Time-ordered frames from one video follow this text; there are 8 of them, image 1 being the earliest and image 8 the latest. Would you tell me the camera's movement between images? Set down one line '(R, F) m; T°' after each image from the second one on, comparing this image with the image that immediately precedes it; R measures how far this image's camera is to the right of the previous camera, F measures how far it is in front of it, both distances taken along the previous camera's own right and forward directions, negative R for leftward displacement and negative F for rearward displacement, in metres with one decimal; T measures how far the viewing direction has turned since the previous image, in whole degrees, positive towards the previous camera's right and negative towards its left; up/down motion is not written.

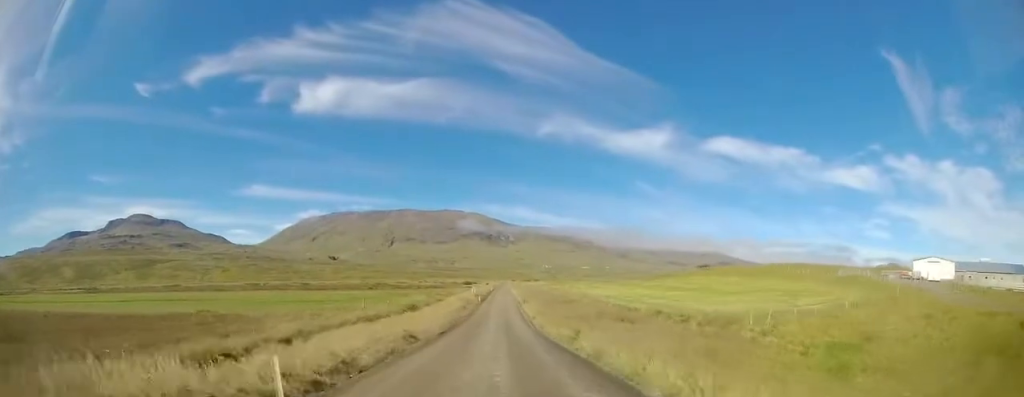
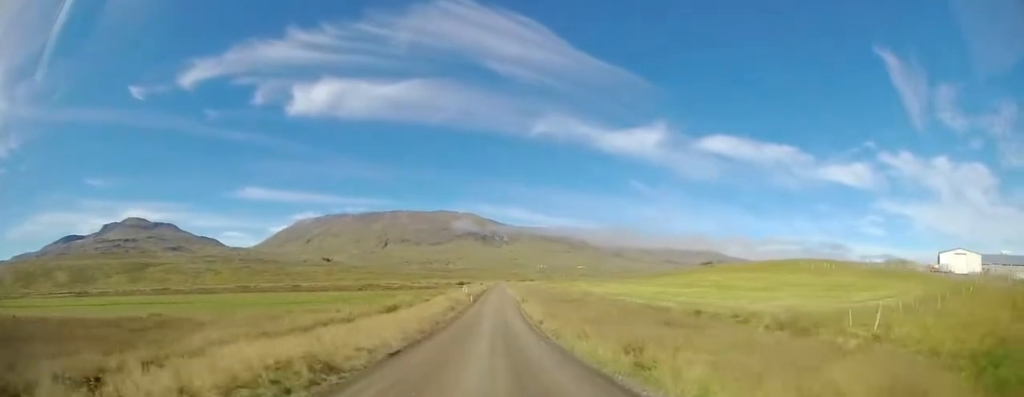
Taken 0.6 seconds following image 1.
(0.0, +8.4) m; 0°
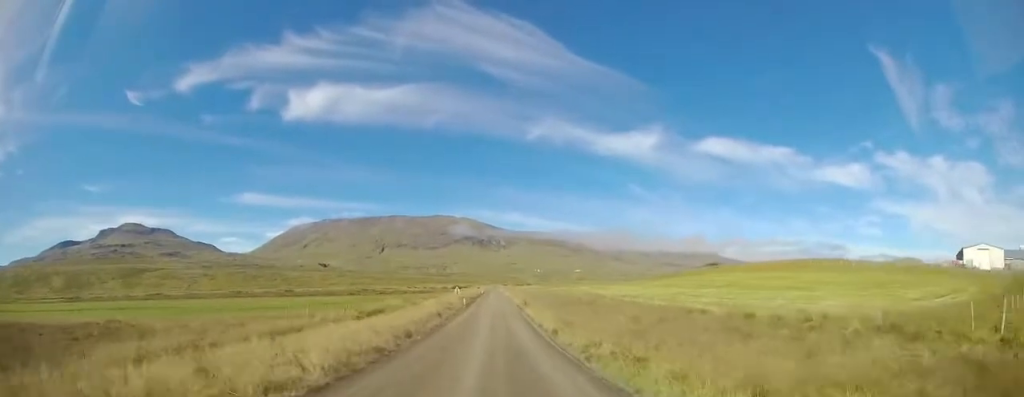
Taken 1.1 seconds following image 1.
(0.0, +6.7) m; 0°
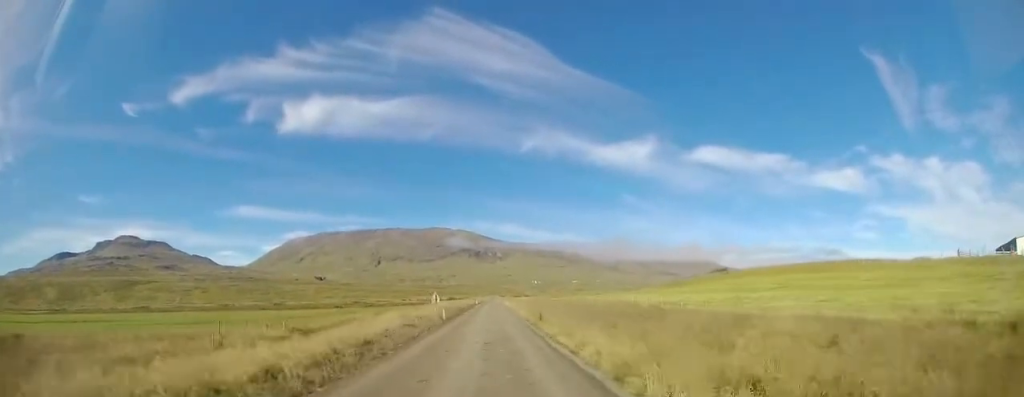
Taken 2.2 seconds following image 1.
(+0.1, +14.5) m; +2°
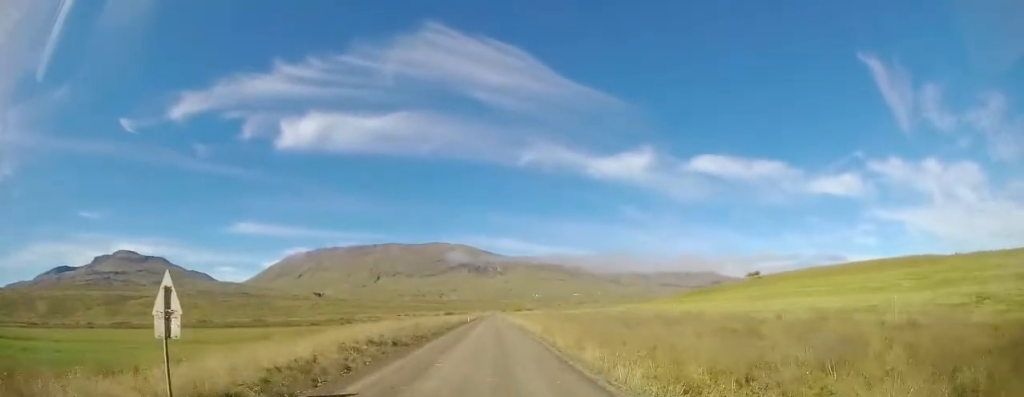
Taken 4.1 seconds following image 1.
(+0.6, +26.5) m; -1°
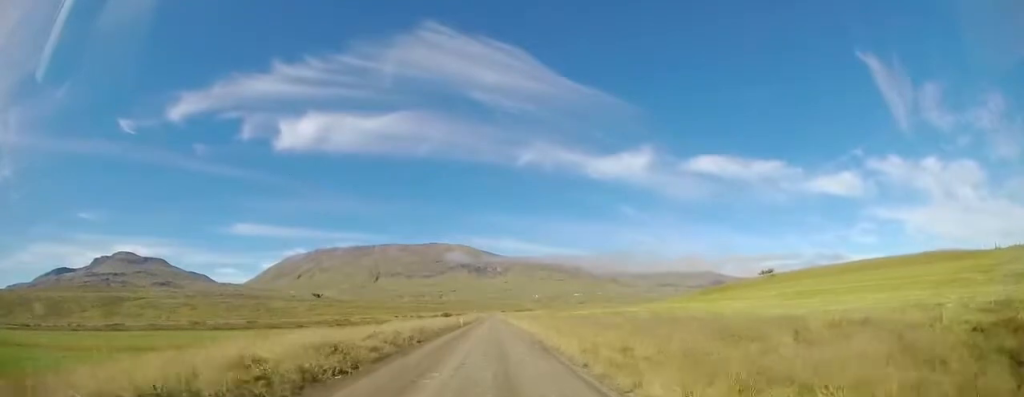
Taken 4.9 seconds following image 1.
(-0.5, +9.9) m; -1°
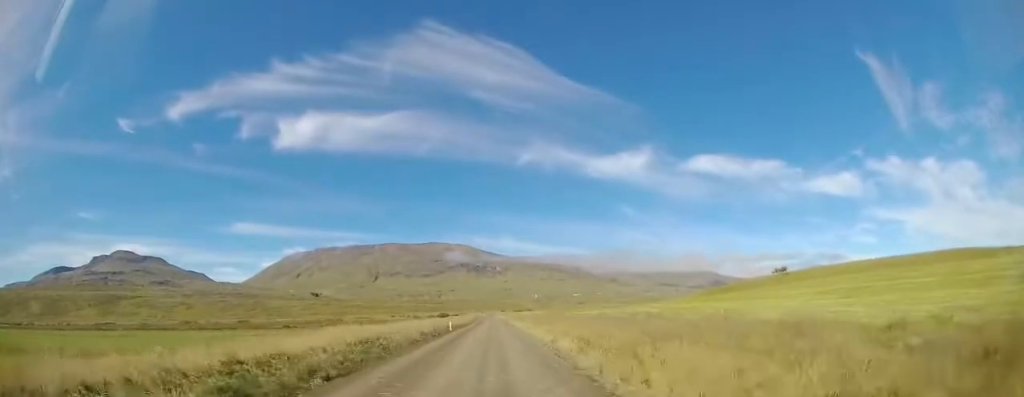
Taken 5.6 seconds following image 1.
(+0.1, +9.3) m; +1°
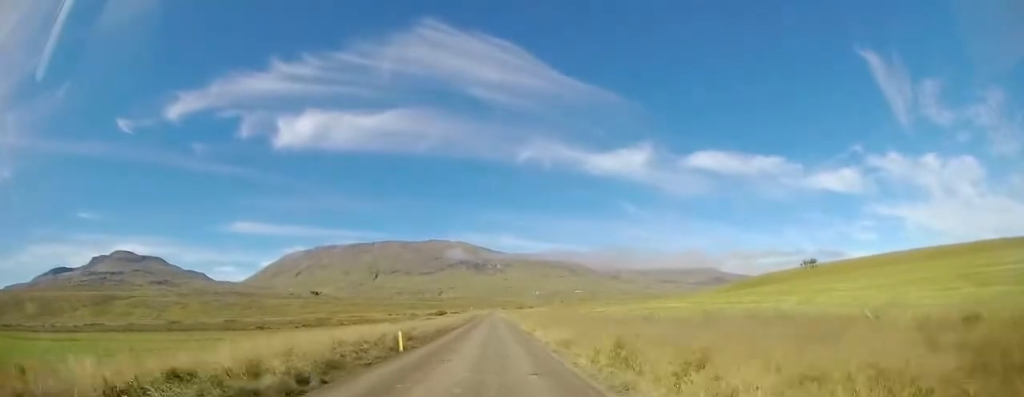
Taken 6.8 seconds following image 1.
(+0.4, +15.9) m; +3°
